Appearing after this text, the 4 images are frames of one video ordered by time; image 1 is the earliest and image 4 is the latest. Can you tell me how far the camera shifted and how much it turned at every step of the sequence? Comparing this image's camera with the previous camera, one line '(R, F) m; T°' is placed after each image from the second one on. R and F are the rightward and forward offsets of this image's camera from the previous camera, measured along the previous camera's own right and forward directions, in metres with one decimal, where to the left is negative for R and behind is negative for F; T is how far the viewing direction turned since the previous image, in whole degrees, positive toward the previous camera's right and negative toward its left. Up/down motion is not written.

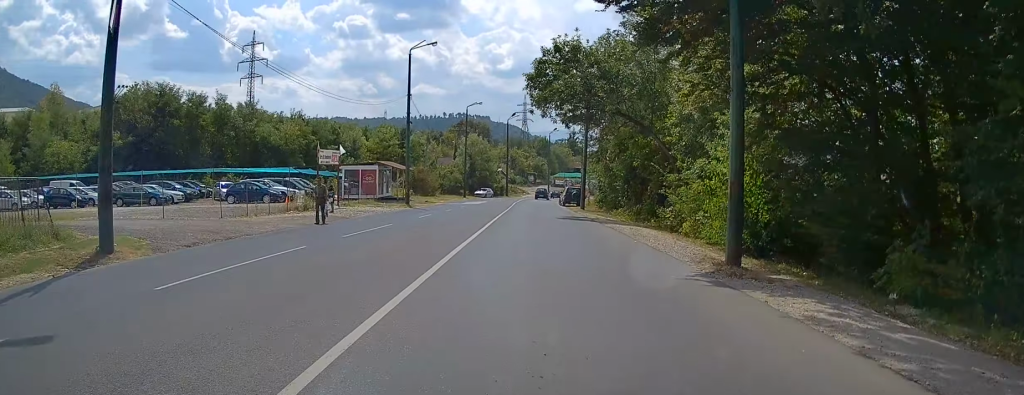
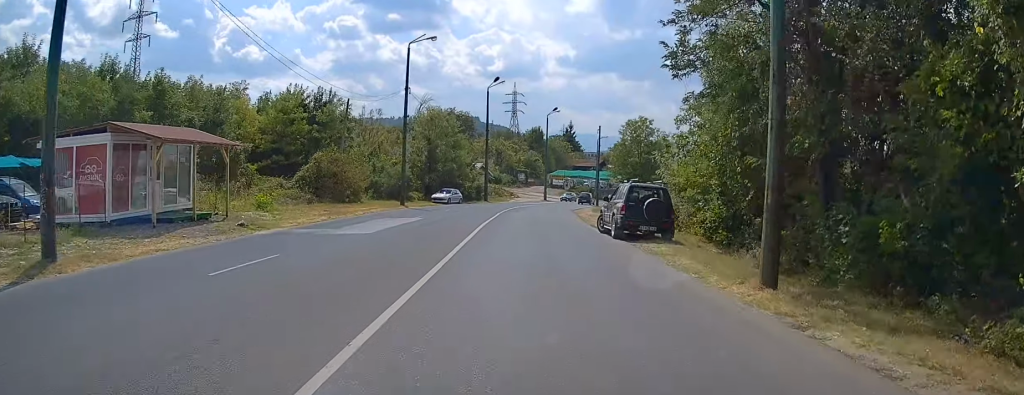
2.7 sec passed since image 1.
(0.0, +36.3) m; 0°
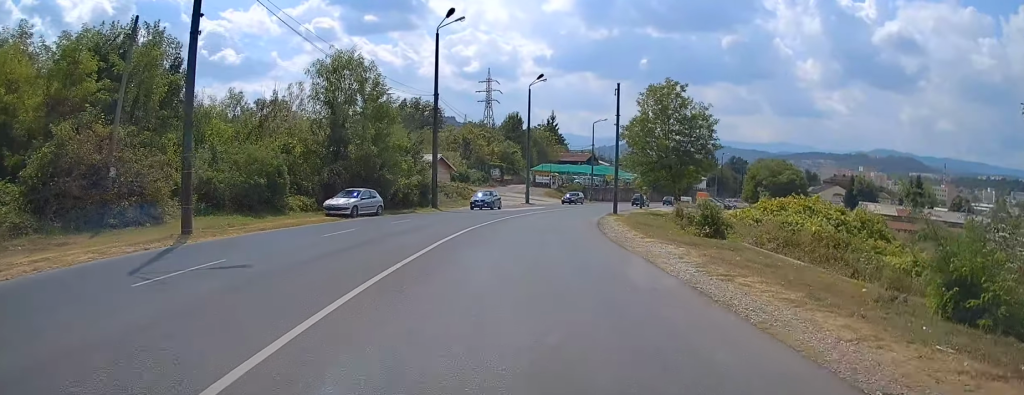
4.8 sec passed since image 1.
(+0.5, +27.7) m; +2°
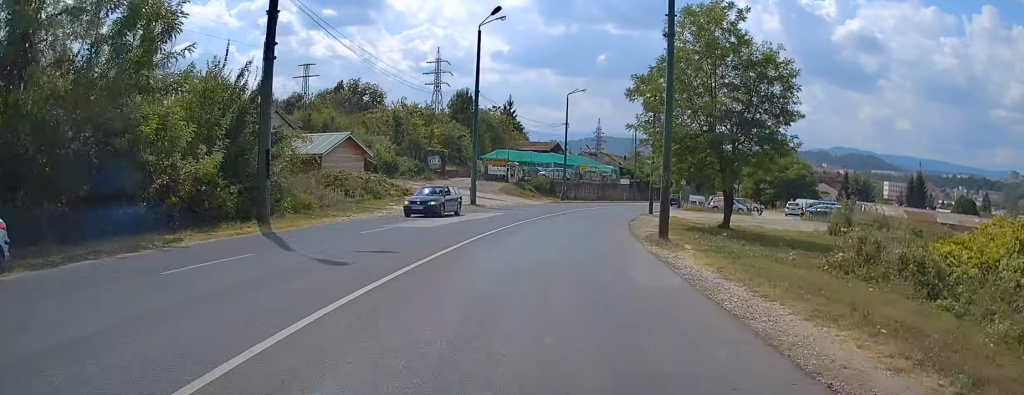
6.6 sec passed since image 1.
(+0.3, +25.1) m; +2°
